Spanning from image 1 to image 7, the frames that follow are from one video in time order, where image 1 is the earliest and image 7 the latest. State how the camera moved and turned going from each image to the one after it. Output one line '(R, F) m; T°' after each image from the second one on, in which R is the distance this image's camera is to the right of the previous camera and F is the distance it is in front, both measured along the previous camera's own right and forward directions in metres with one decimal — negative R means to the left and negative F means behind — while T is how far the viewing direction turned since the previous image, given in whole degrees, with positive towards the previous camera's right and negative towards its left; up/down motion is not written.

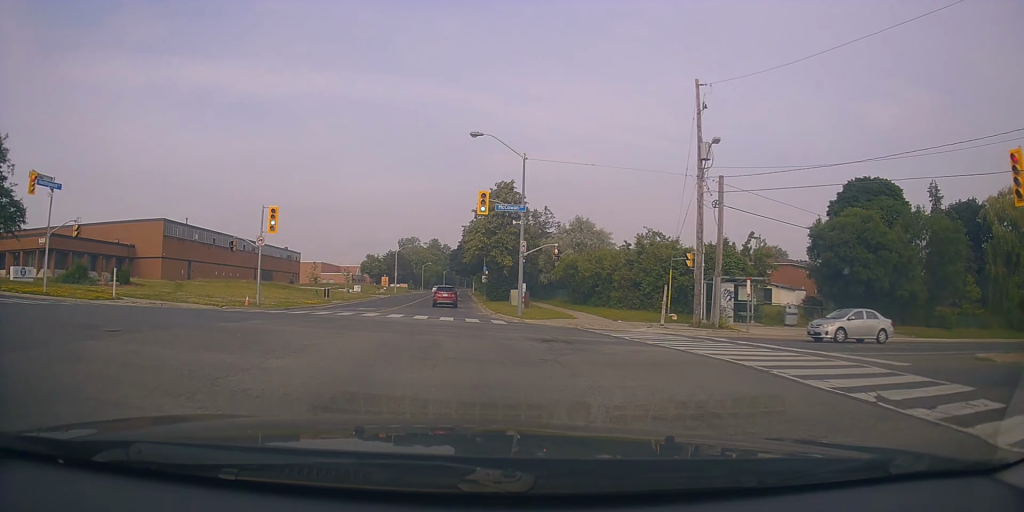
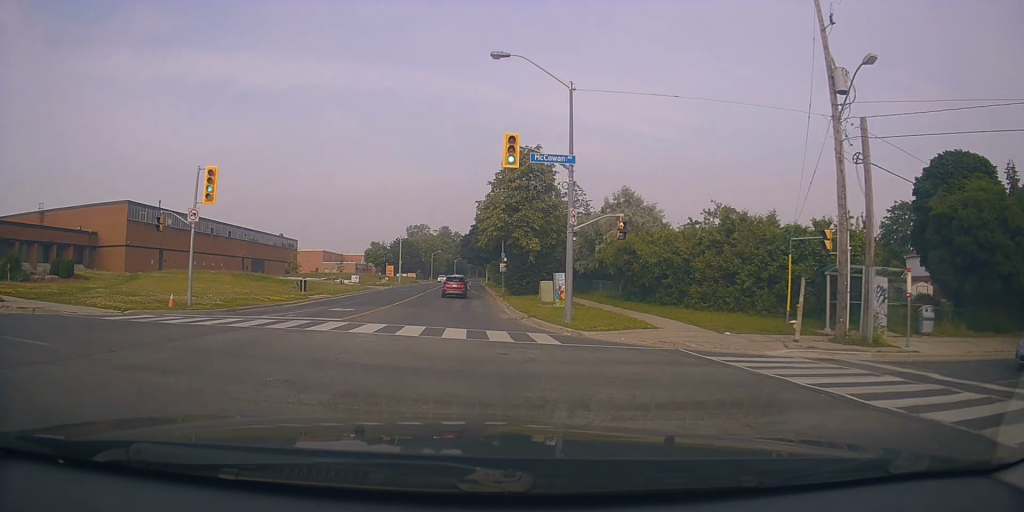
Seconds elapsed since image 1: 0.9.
(-0.1, +10.9) m; -2°
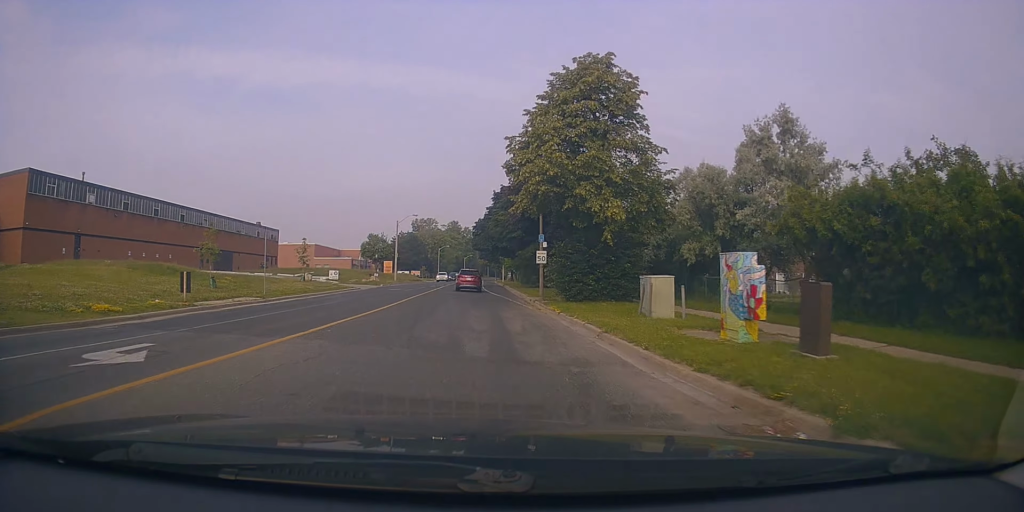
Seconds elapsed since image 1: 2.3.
(+0.1, +18.6) m; 0°
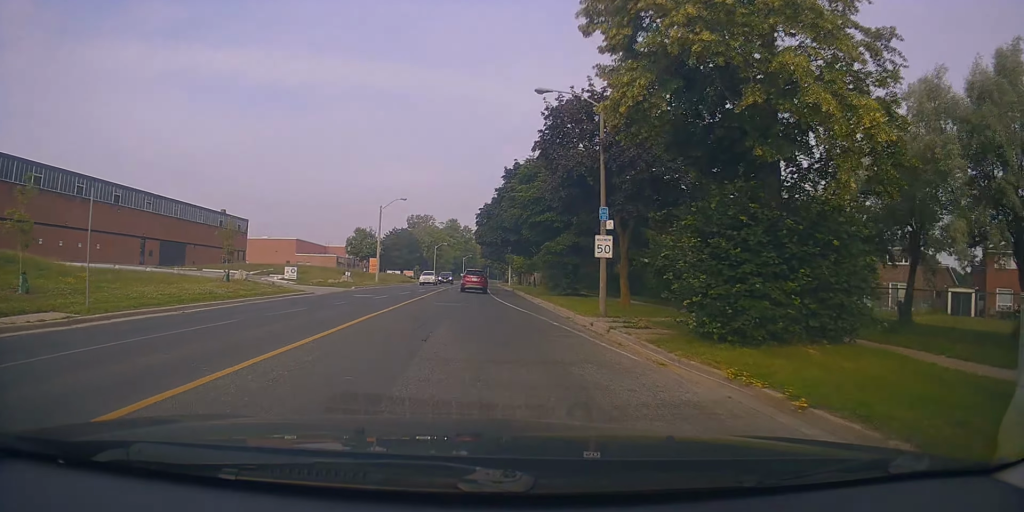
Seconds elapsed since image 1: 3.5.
(-0.6, +14.7) m; -2°
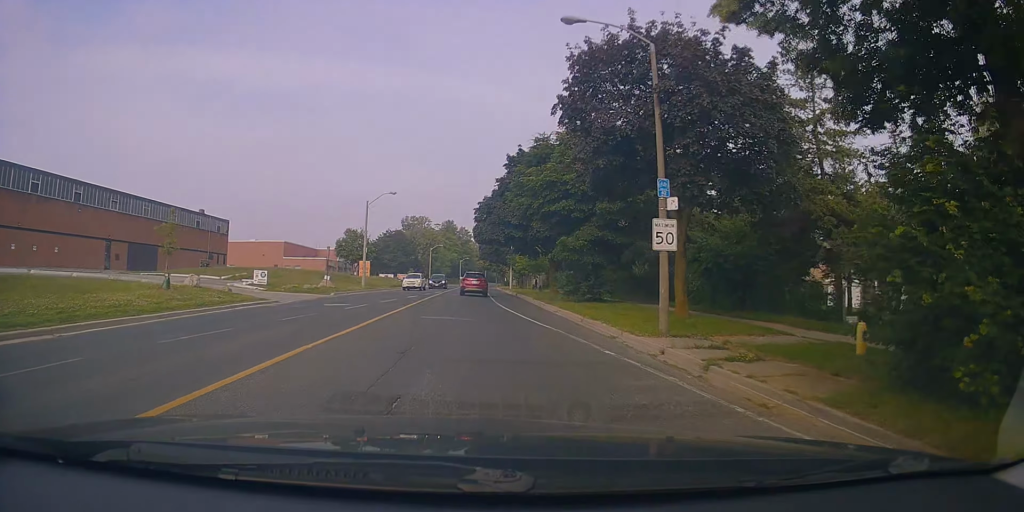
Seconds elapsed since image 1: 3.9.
(+0.1, +6.2) m; 0°
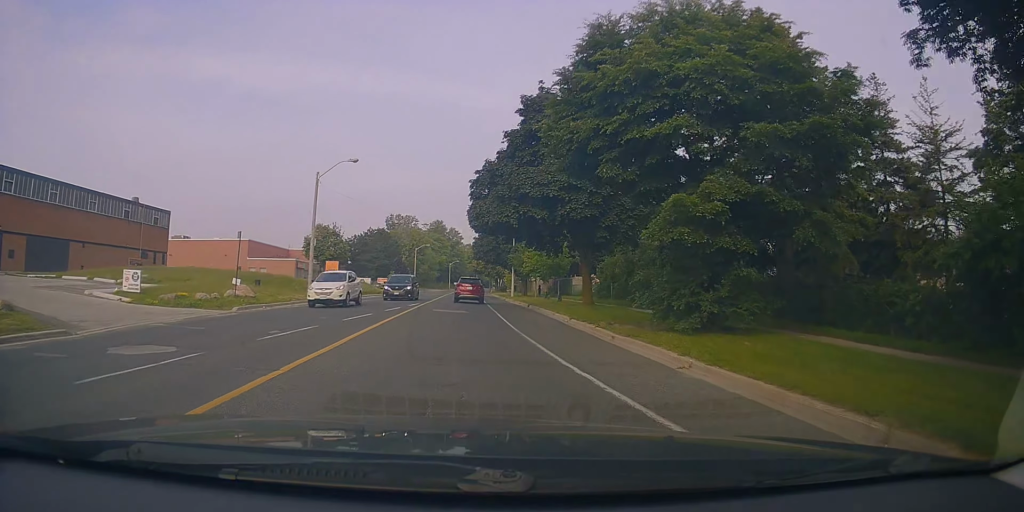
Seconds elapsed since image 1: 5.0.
(+0.2, +14.9) m; 0°
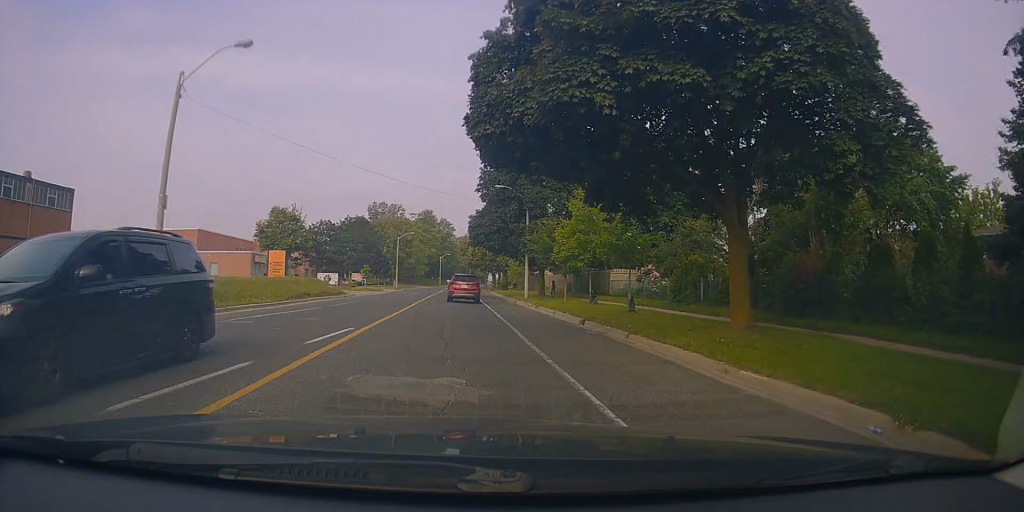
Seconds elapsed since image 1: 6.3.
(-0.1, +17.5) m; +1°
